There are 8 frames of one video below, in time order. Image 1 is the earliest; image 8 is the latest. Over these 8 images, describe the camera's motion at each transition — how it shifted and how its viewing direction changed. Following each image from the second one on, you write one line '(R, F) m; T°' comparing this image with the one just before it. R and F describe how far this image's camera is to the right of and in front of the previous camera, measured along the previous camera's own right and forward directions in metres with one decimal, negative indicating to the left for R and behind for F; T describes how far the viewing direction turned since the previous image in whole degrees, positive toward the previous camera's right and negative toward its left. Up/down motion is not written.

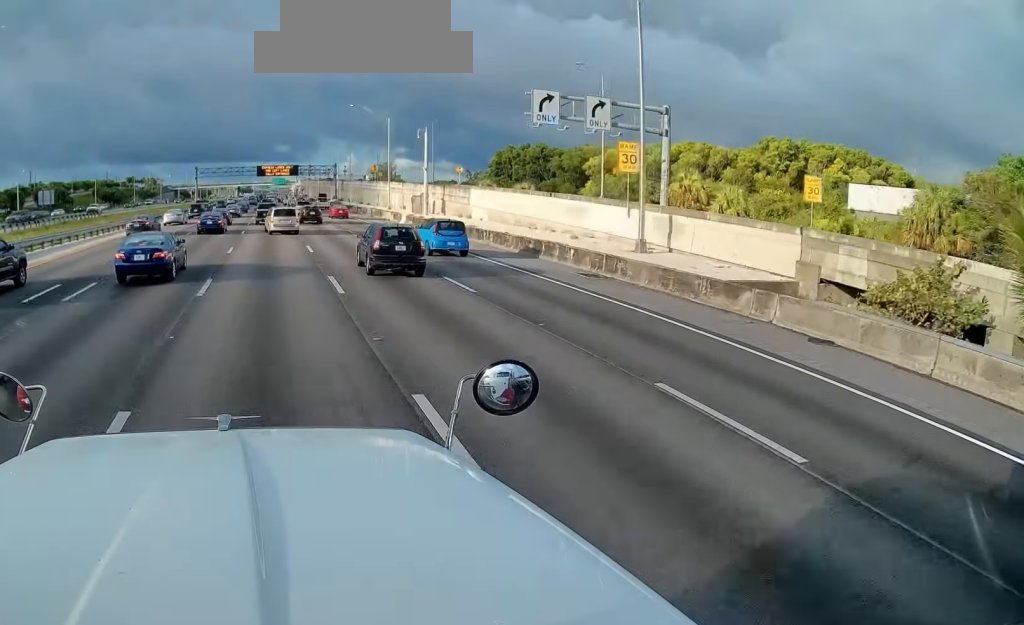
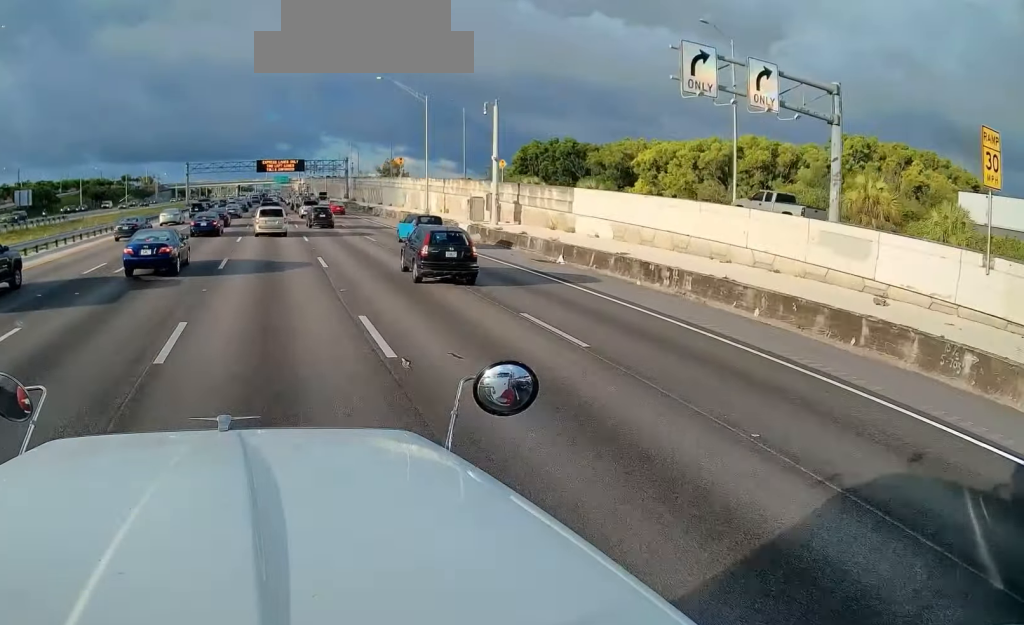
(-0.2, +20.2) m; -1°
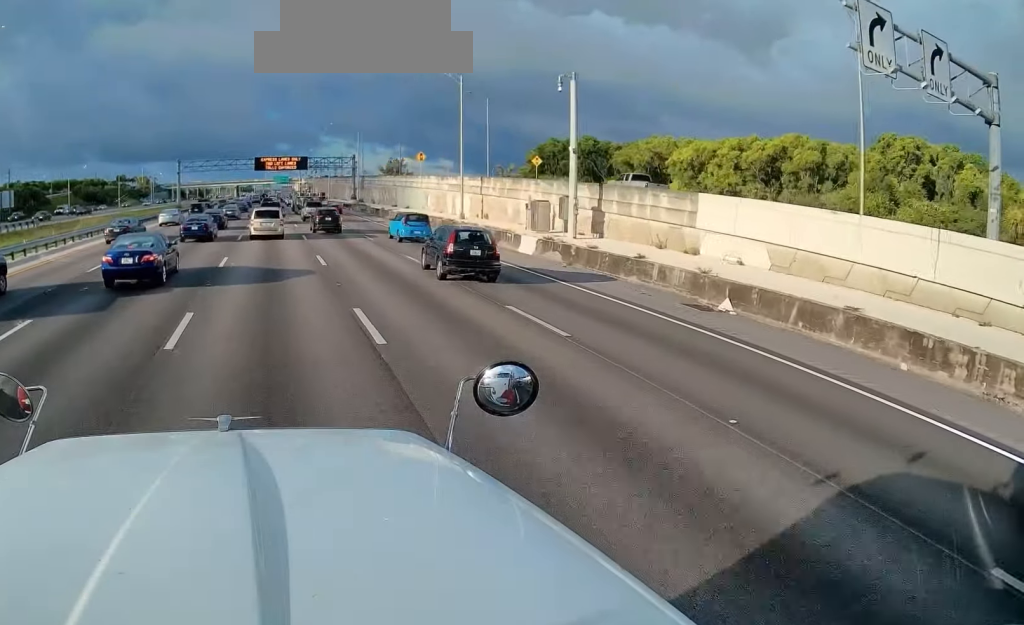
(0.0, +12.0) m; +1°
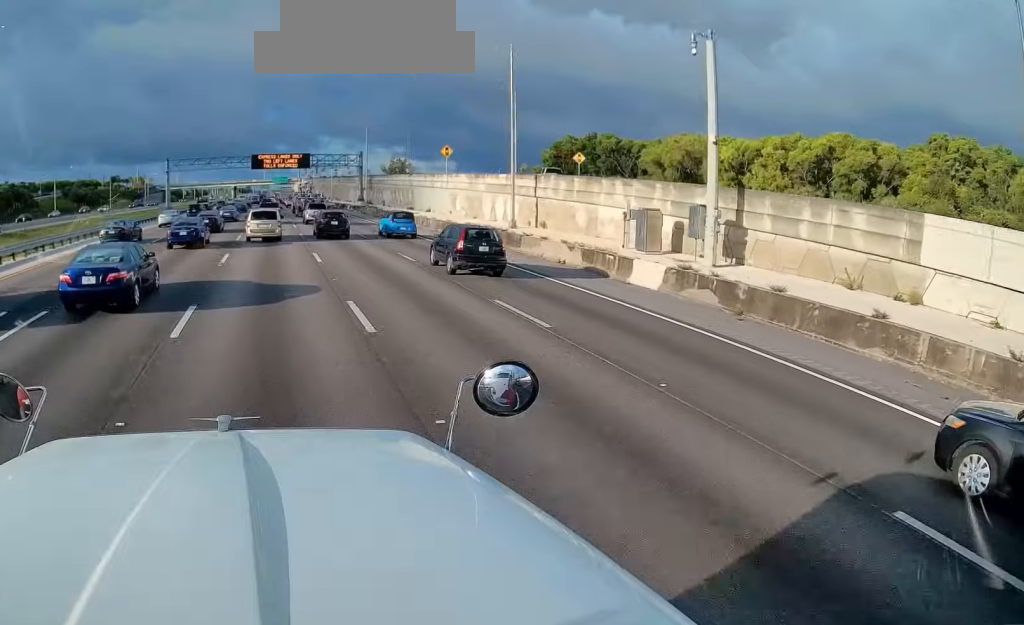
(+0.2, +12.7) m; 0°
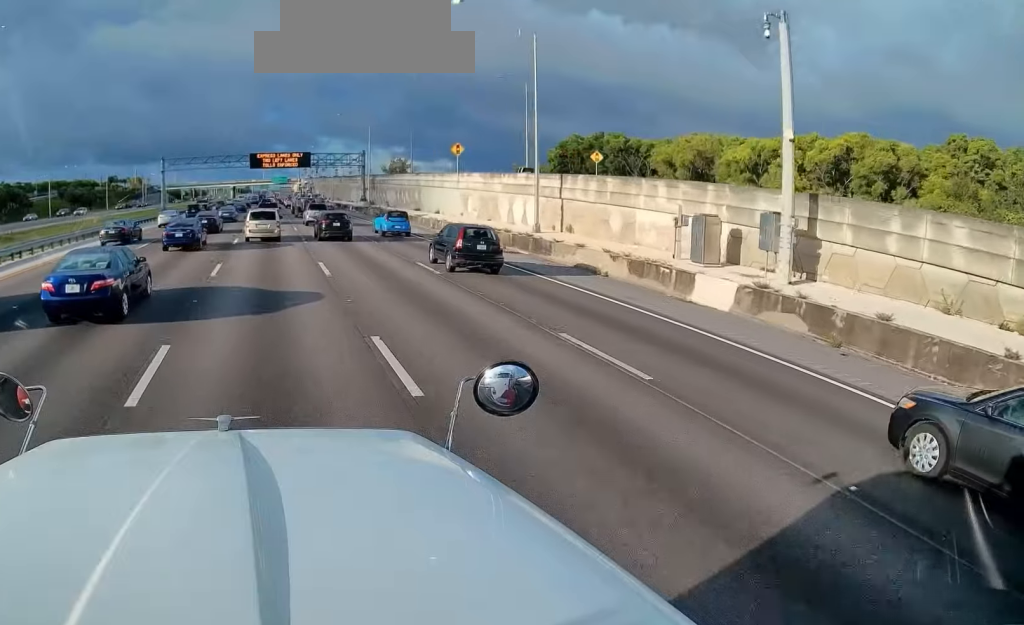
(-0.2, +4.7) m; 0°
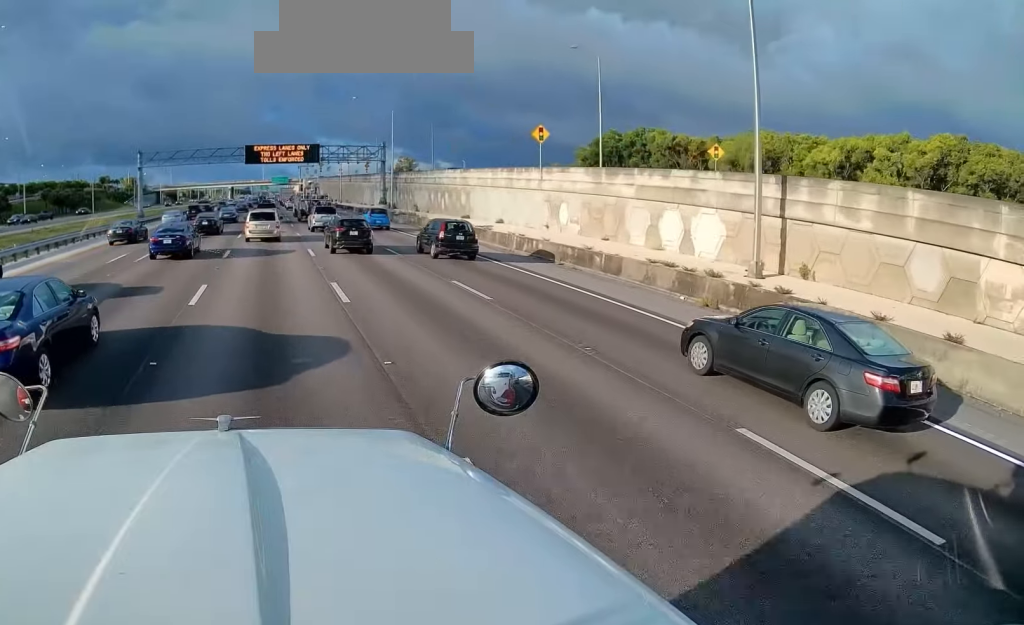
(+0.6, +19.0) m; +2°
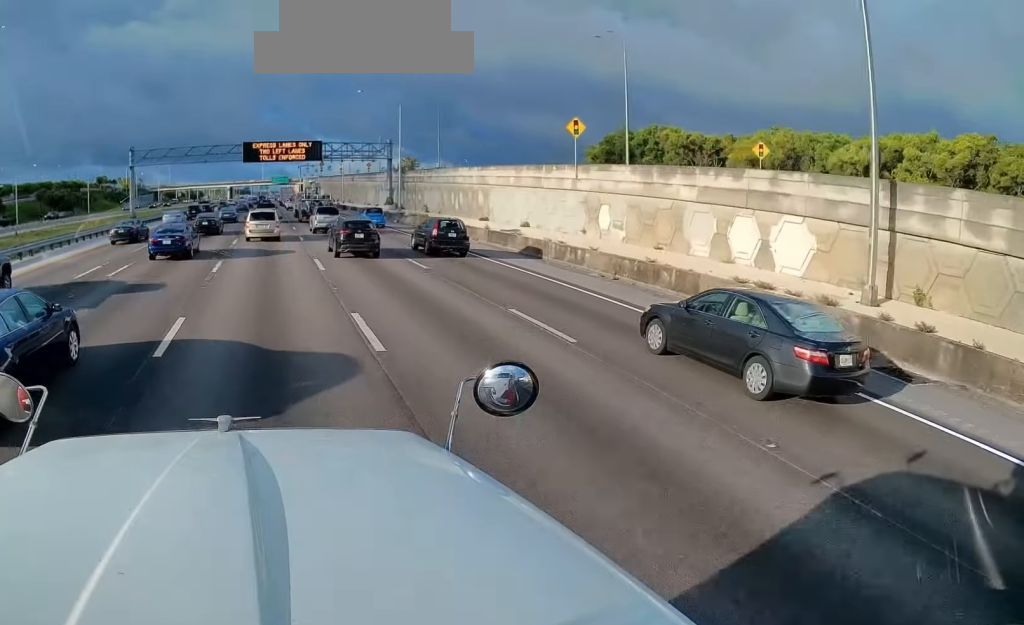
(0.0, +5.3) m; -1°
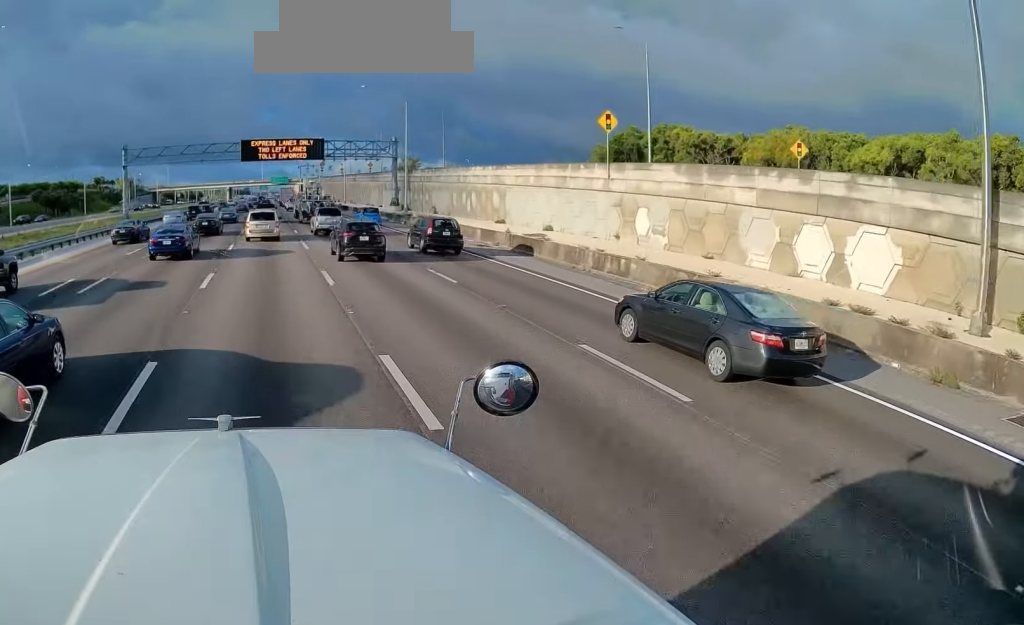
(0.0, +4.2) m; -1°
